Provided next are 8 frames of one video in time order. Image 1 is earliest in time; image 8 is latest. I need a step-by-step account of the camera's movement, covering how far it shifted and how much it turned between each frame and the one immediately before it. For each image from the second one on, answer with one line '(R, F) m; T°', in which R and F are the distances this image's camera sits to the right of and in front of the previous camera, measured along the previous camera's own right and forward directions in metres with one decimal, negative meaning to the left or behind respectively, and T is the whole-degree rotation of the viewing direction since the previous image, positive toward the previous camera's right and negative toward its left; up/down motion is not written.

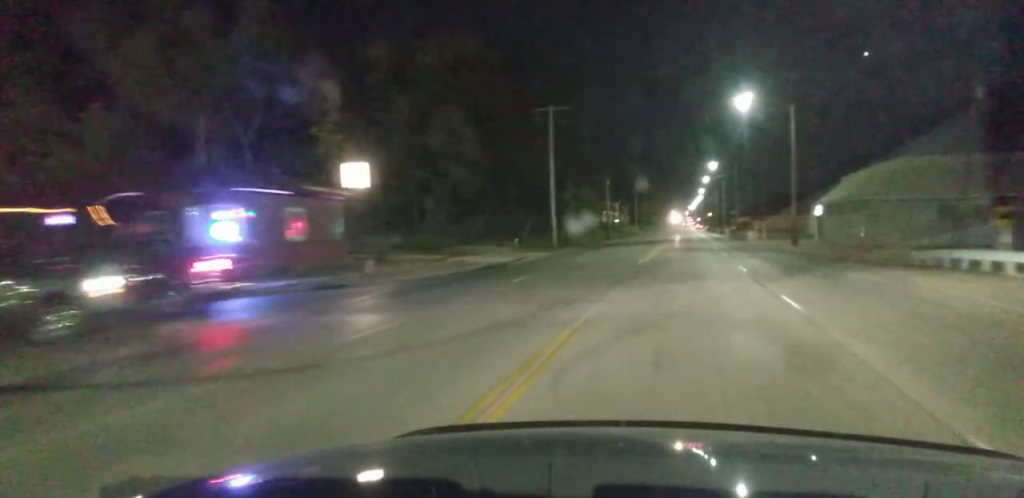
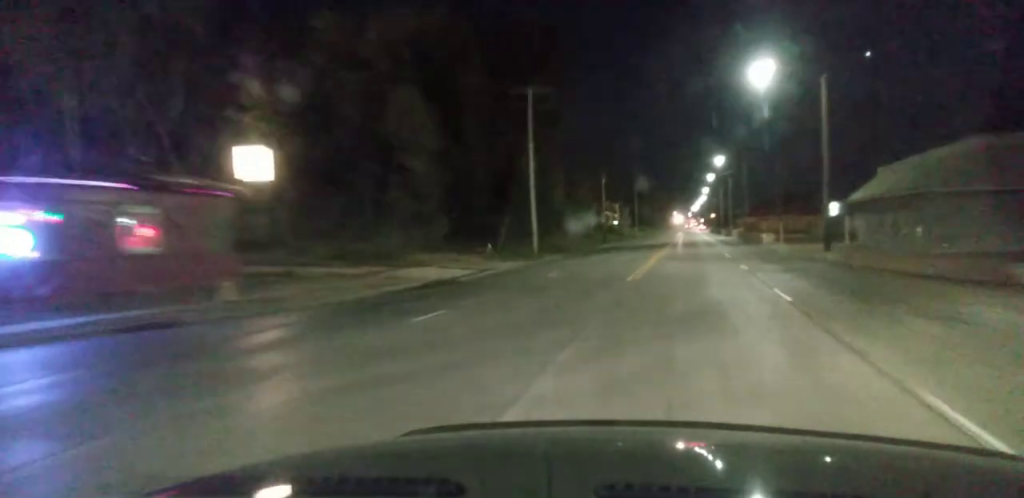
(0.0, +10.6) m; 0°
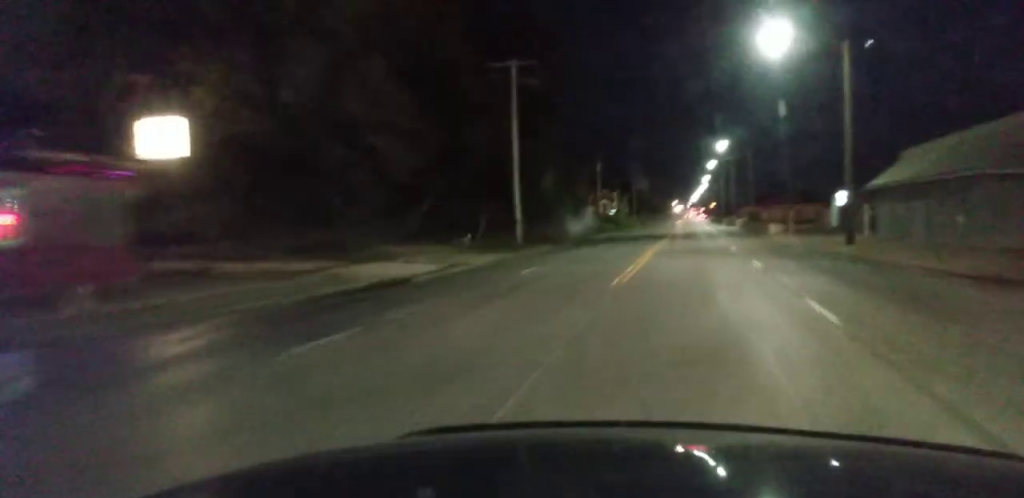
(0.0, +6.1) m; 0°
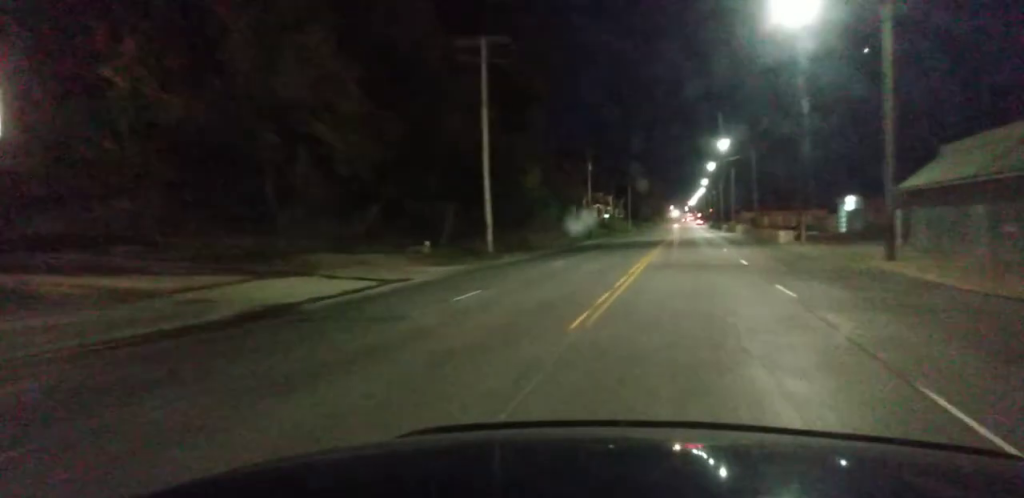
(+0.1, +7.8) m; 0°
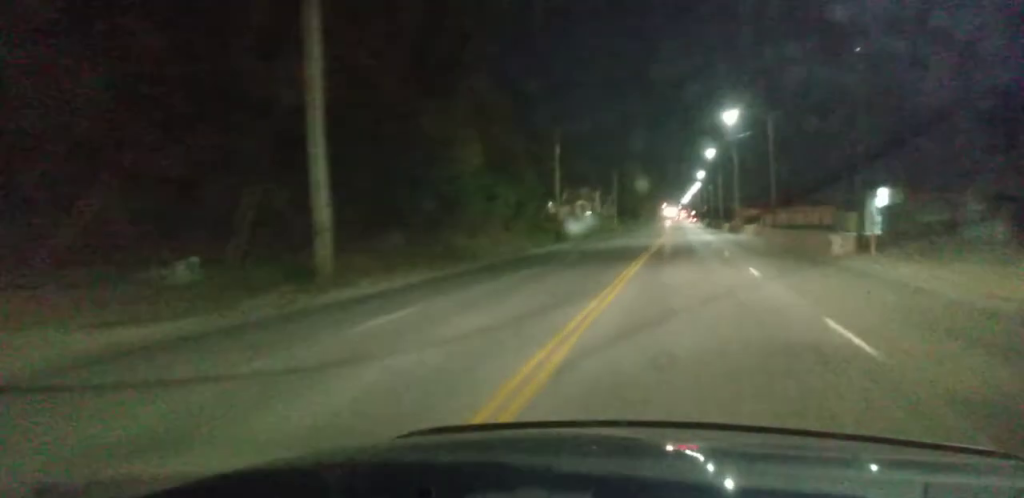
(-0.3, +22.0) m; -1°
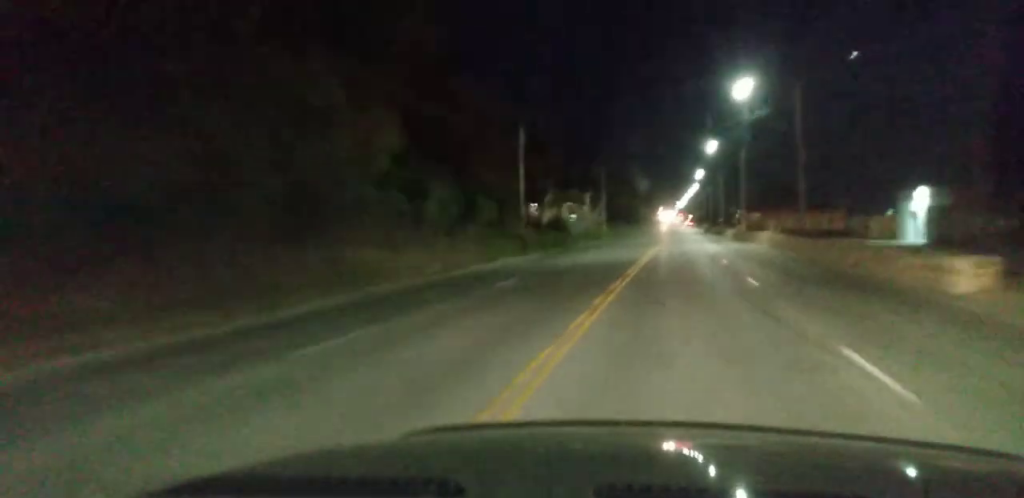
(0.0, +15.2) m; 0°
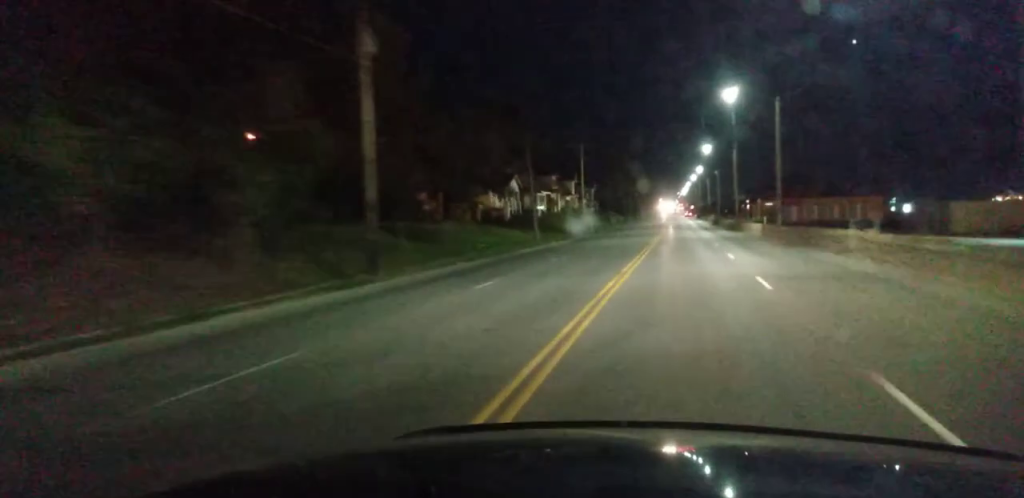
(0.0, +28.0) m; 0°
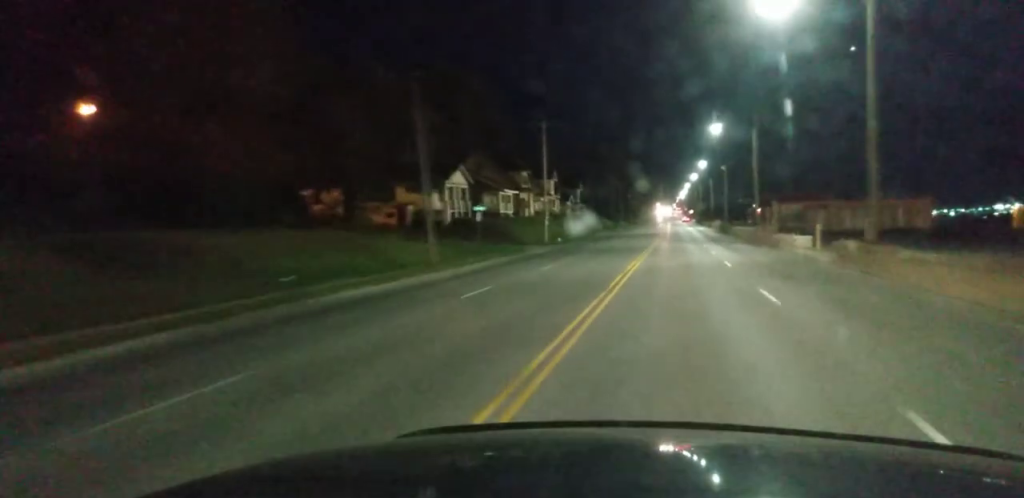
(-0.1, +26.1) m; 0°
